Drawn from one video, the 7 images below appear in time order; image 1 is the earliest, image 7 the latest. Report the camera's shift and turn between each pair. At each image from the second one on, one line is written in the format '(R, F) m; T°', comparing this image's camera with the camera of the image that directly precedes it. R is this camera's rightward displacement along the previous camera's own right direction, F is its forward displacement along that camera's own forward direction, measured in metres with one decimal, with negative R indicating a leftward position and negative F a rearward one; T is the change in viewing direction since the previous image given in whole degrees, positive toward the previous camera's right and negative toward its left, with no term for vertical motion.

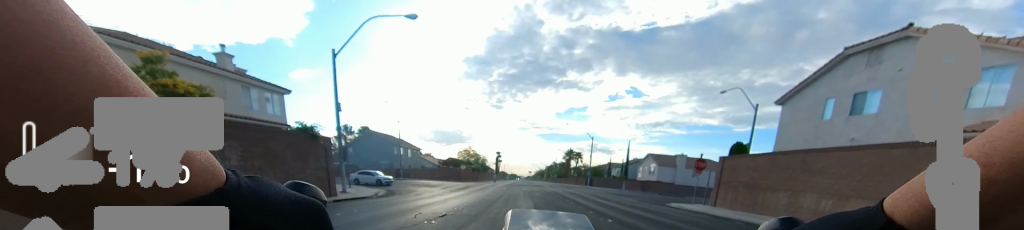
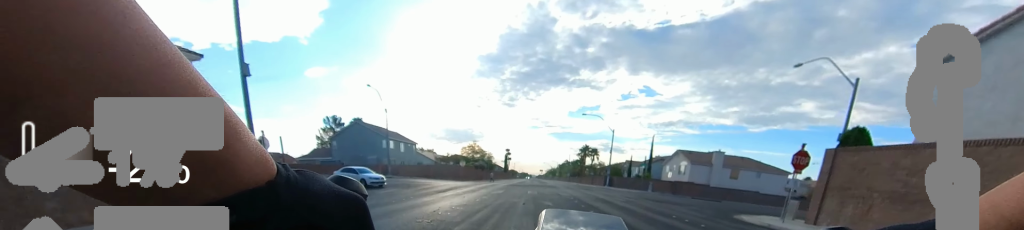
(-0.8, +7.3) m; -14°
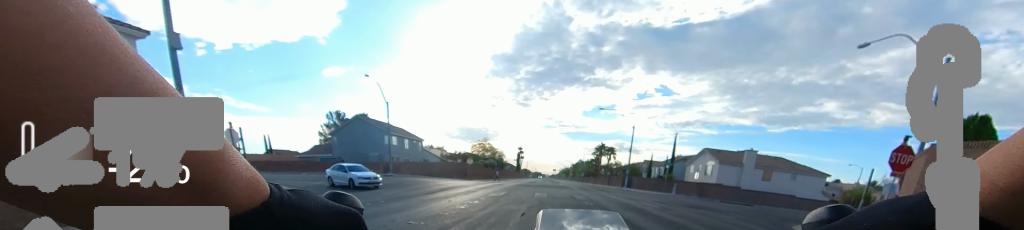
(+0.1, +3.4) m; -7°
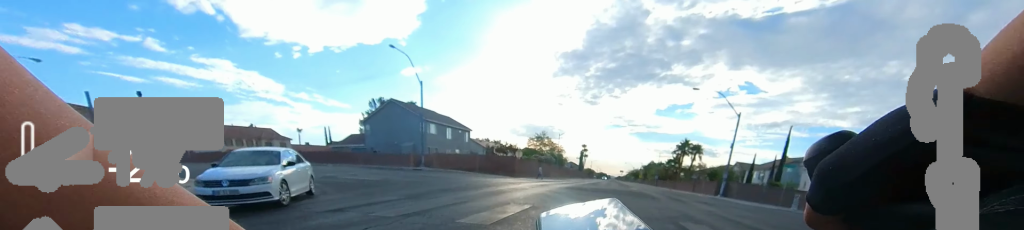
(-1.6, +8.4) m; -14°
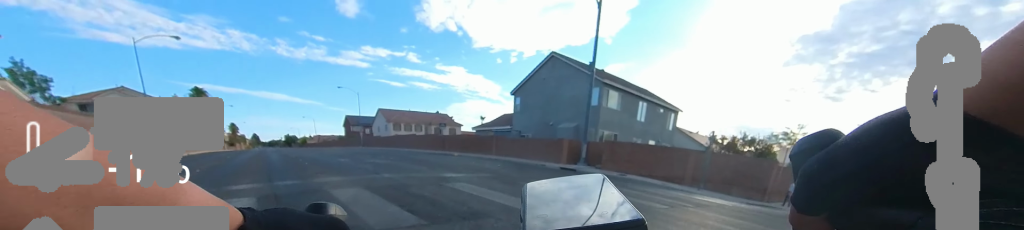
(-3.2, +16.0) m; -30°
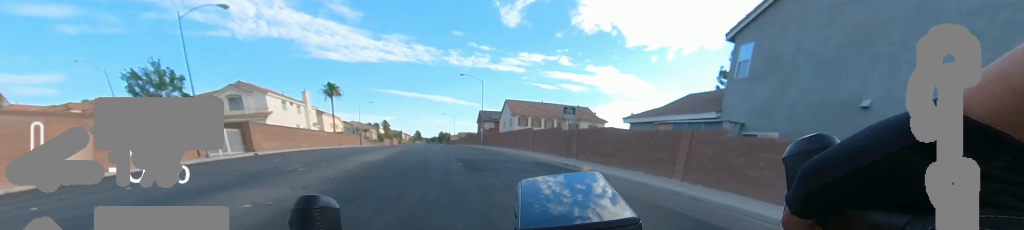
(-2.1, +13.9) m; -8°
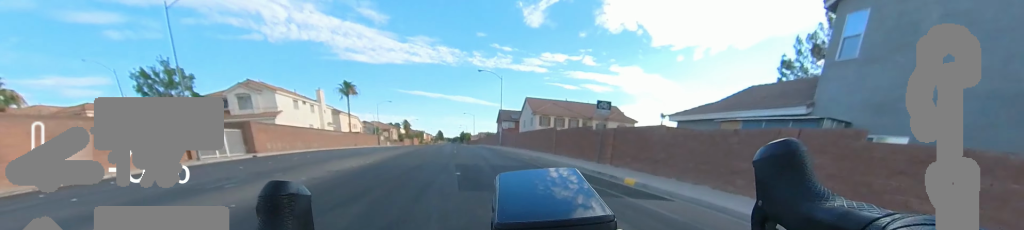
(0.0, +2.8) m; 0°
